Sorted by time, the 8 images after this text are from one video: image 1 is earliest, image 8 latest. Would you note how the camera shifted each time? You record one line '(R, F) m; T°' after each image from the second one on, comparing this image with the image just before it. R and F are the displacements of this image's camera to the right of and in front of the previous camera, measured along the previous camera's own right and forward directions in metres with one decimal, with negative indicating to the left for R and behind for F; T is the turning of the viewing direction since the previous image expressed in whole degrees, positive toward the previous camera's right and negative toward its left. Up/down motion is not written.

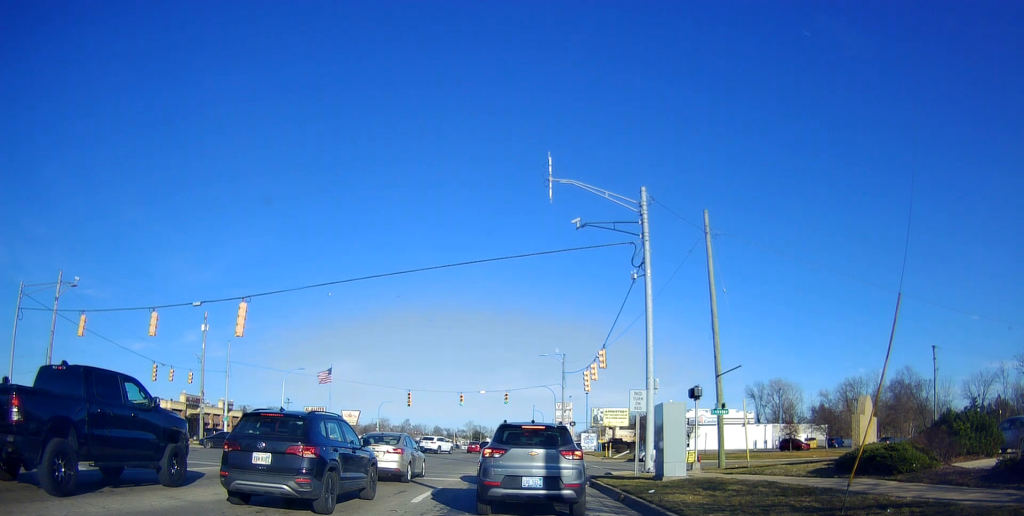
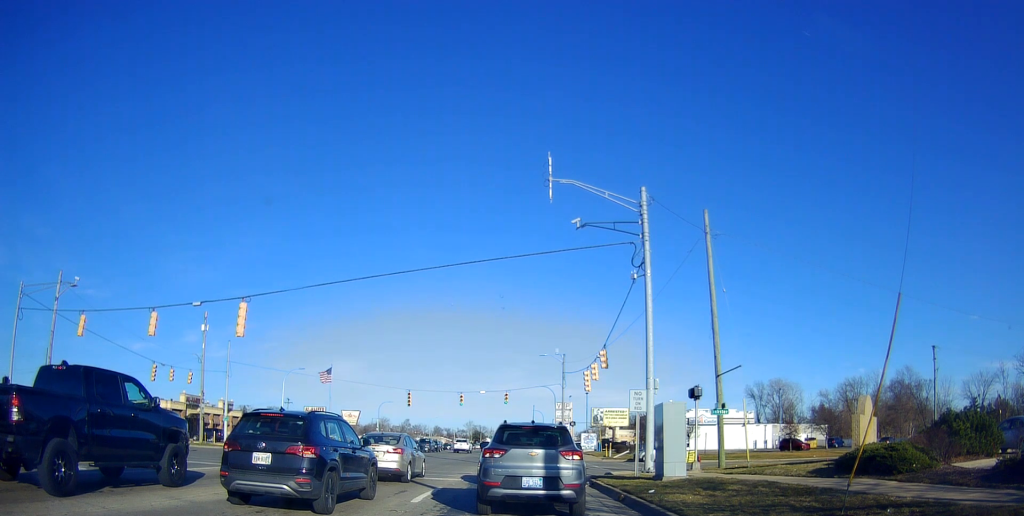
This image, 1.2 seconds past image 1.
(0.0, +0.2) m; 0°
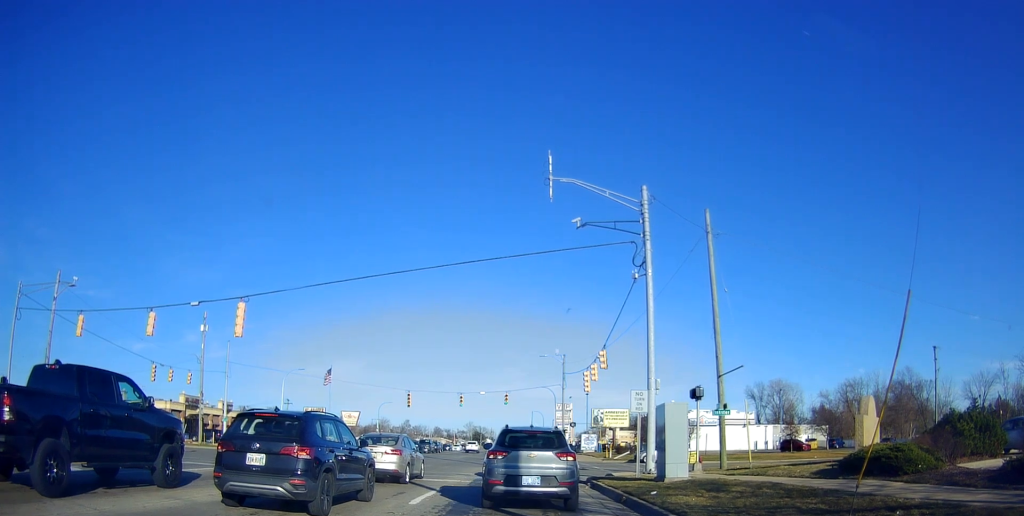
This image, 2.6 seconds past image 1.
(0.0, +0.3) m; 0°
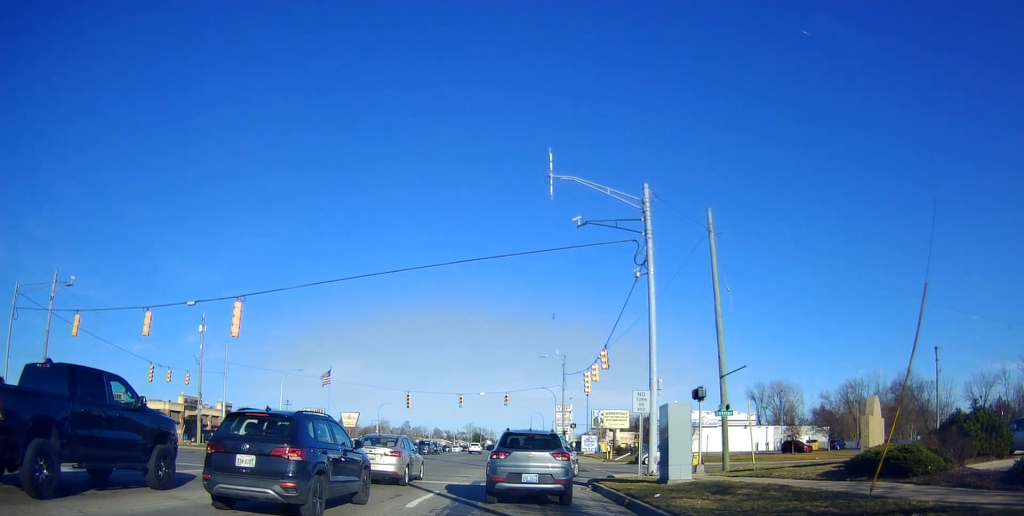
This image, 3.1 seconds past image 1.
(0.0, 0.0) m; 0°
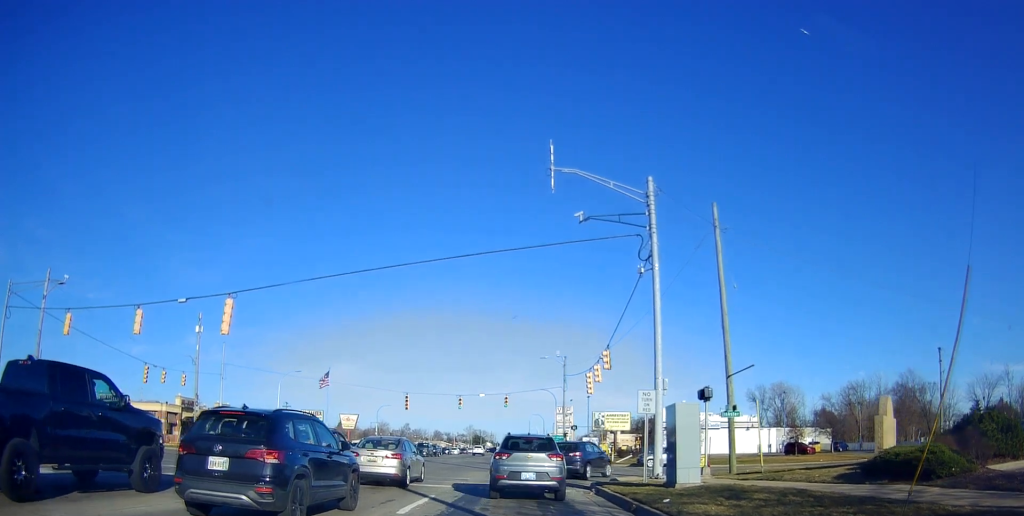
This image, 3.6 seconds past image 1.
(0.0, 0.0) m; 0°
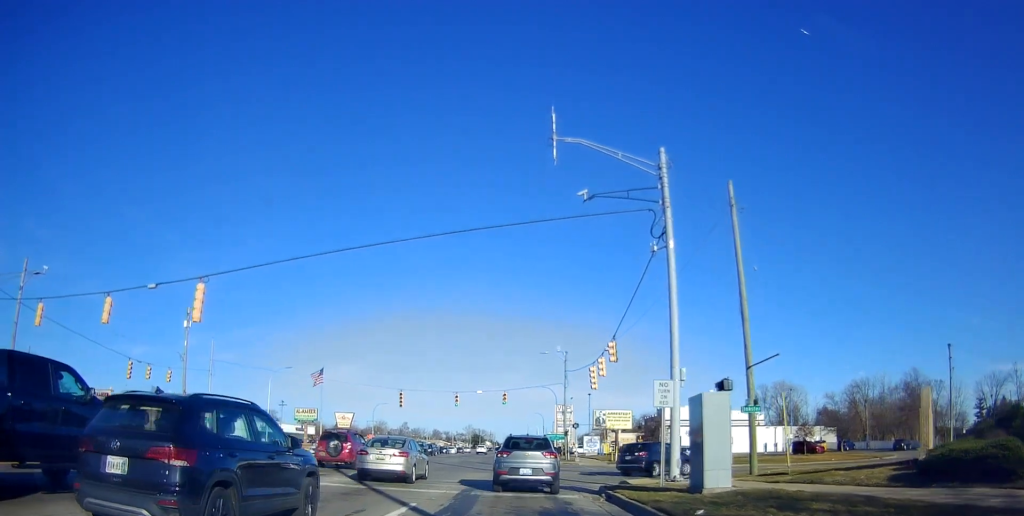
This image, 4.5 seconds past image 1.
(0.0, +0.2) m; 0°
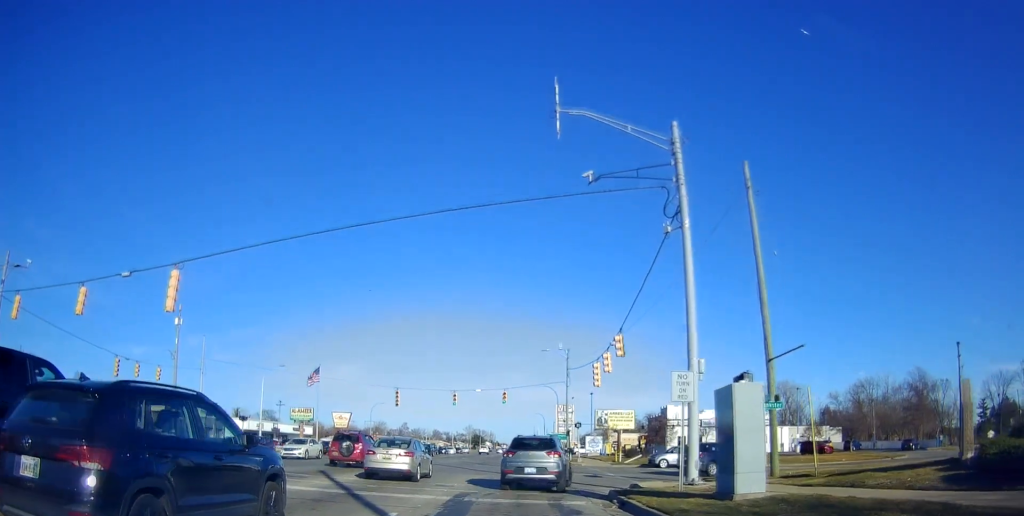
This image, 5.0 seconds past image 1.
(0.0, +0.2) m; 0°
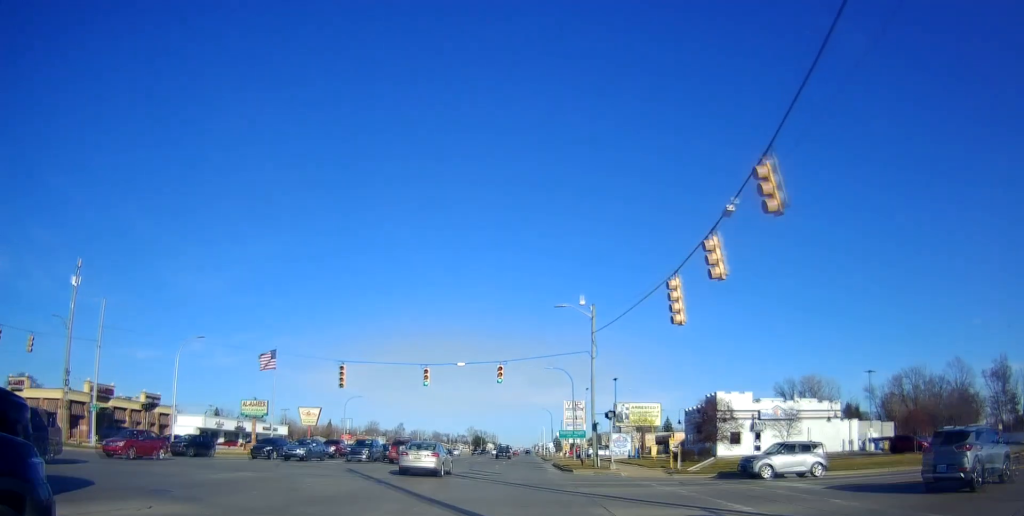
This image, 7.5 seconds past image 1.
(+0.1, +5.6) m; +6°
